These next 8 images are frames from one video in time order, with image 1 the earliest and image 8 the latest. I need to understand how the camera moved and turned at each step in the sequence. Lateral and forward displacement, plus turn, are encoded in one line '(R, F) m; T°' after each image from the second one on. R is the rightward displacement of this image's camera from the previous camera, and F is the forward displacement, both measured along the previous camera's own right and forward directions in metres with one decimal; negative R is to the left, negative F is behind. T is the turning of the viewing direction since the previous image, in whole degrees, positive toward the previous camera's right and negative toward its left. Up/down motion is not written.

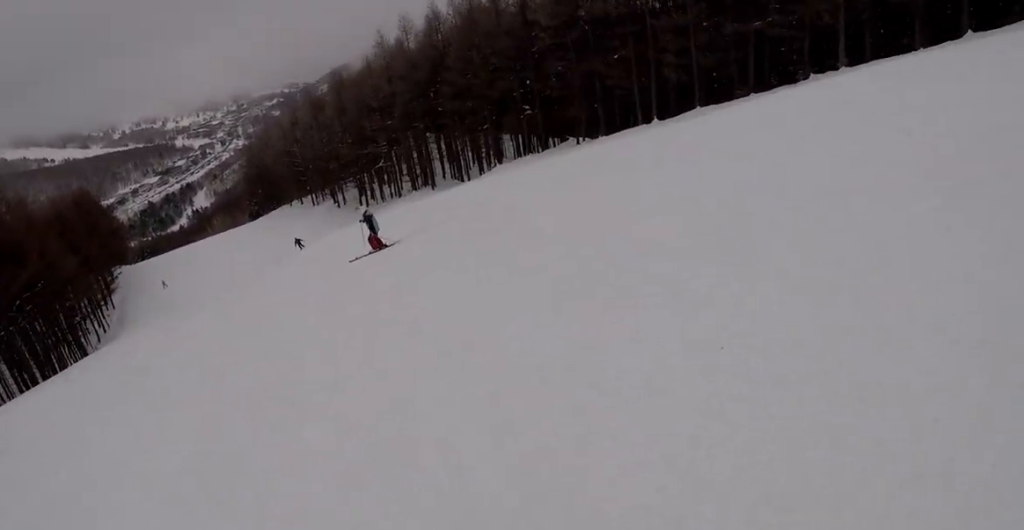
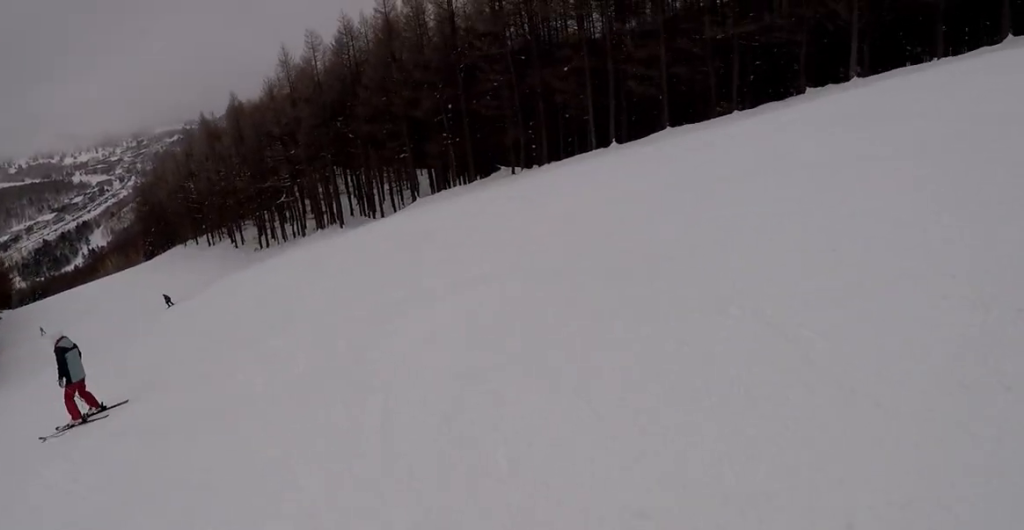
(+0.7, +7.9) m; +5°
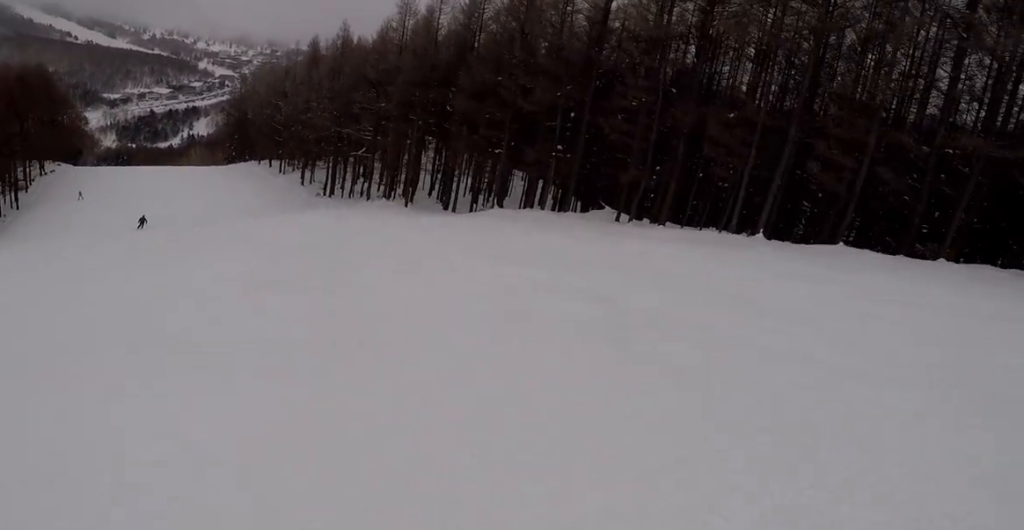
(0.0, +11.2) m; -8°
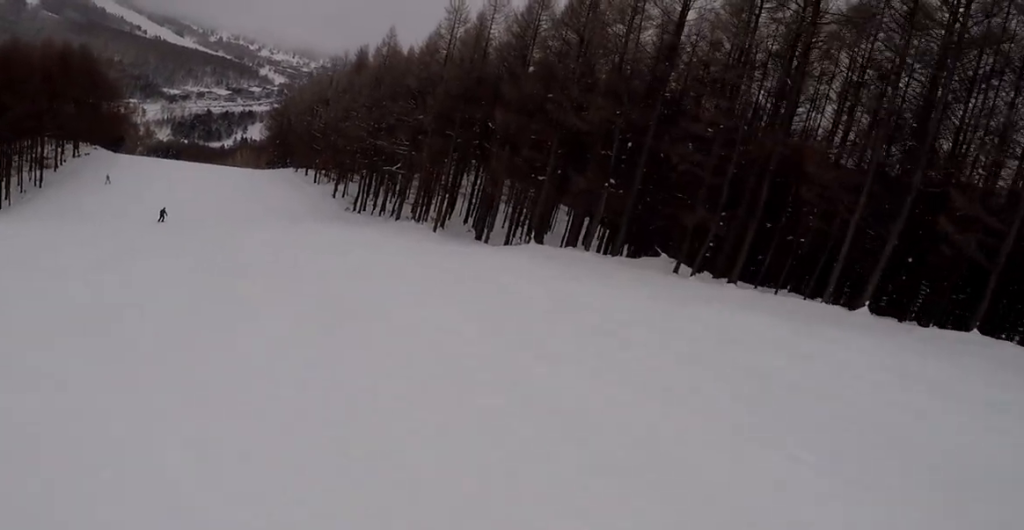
(-0.8, +7.1) m; -14°
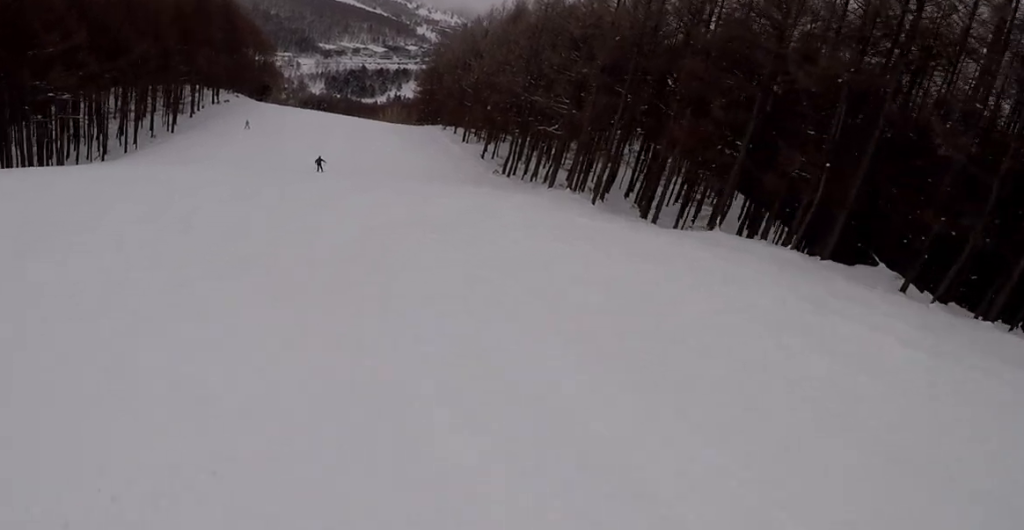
(-0.9, +6.9) m; -9°
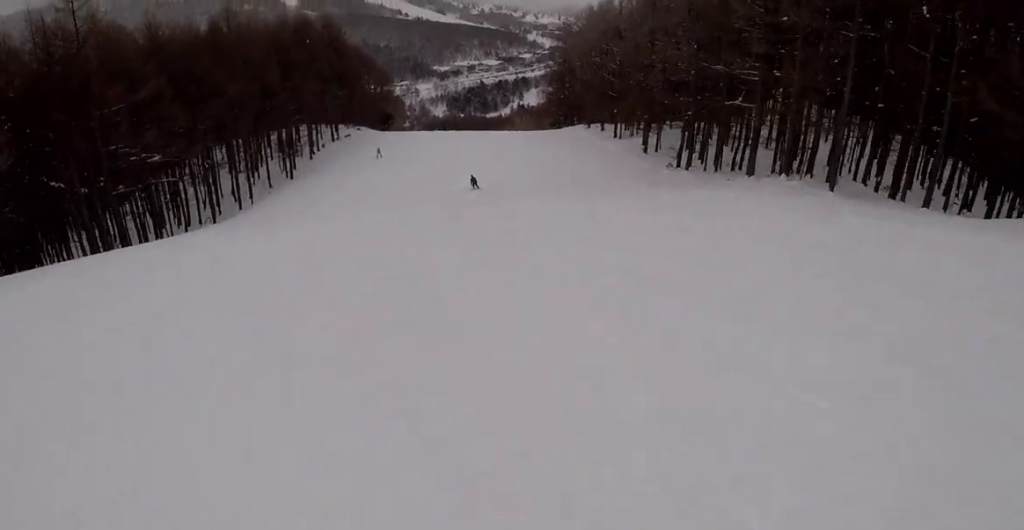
(-0.8, +11.7) m; -1°
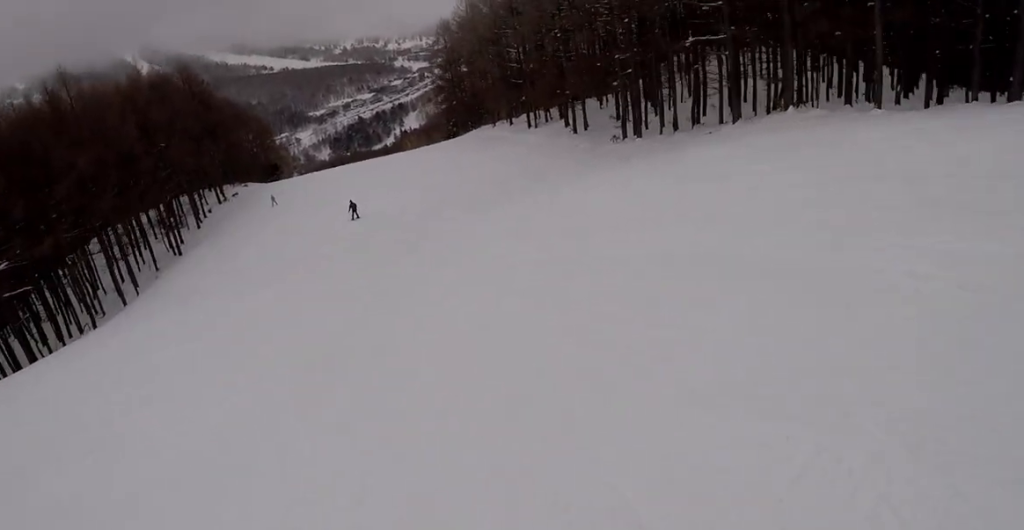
(+0.5, +10.8) m; +3°
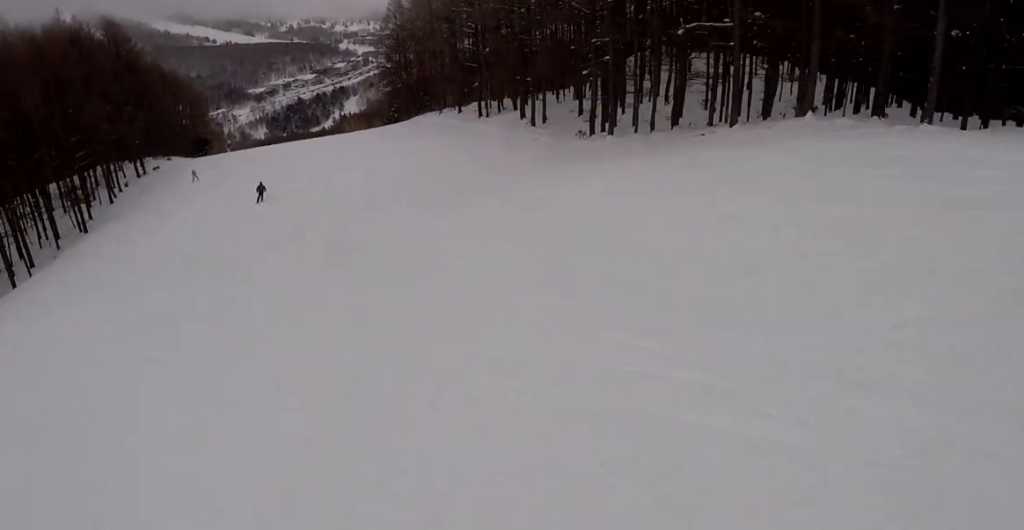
(0.0, +6.3) m; 0°
